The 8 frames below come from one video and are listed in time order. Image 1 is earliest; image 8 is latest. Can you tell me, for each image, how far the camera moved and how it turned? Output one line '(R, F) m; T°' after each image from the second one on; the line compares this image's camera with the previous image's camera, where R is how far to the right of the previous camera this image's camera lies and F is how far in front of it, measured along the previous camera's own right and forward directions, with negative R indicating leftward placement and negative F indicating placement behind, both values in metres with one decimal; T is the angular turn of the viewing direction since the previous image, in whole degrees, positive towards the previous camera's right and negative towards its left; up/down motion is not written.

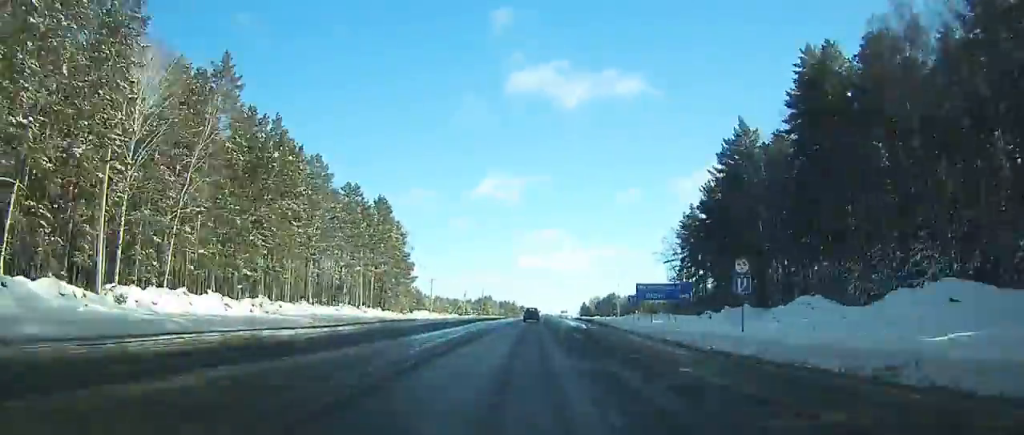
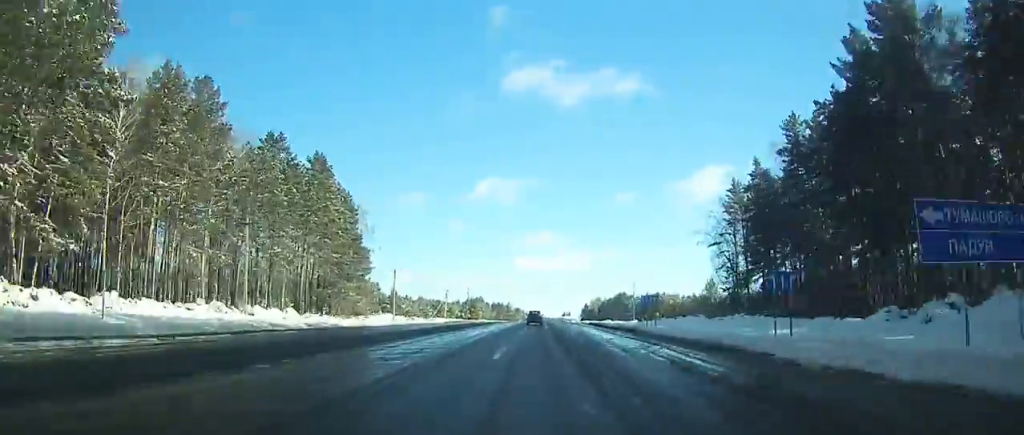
(+0.3, +35.4) m; +1°
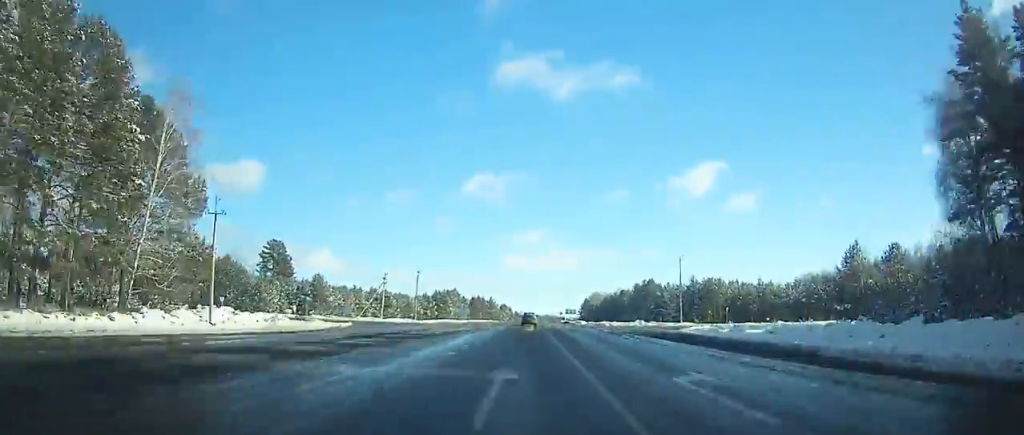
(+0.6, +58.3) m; +1°
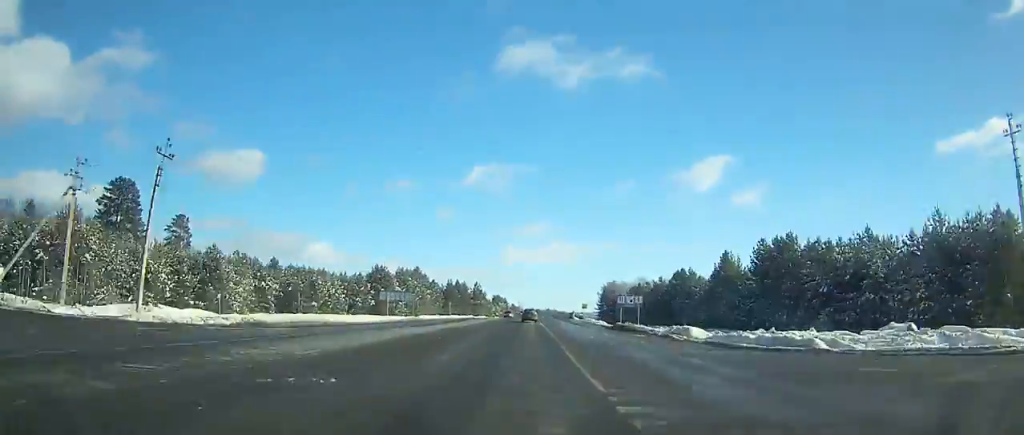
(+0.2, +73.7) m; 0°
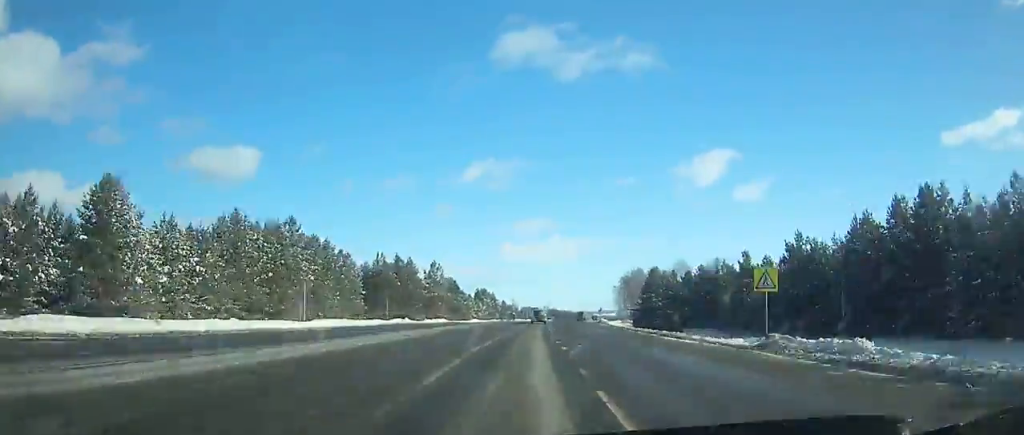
(+0.2, +76.0) m; +1°
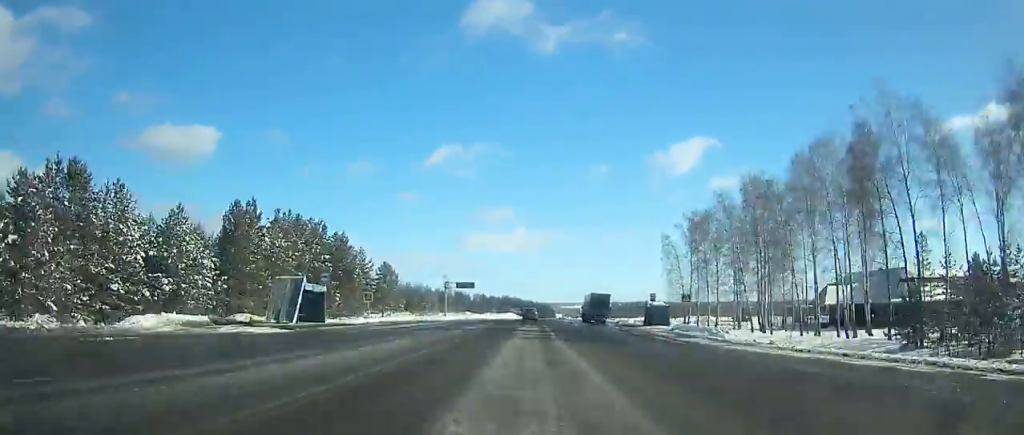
(+4.6, +160.9) m; +3°
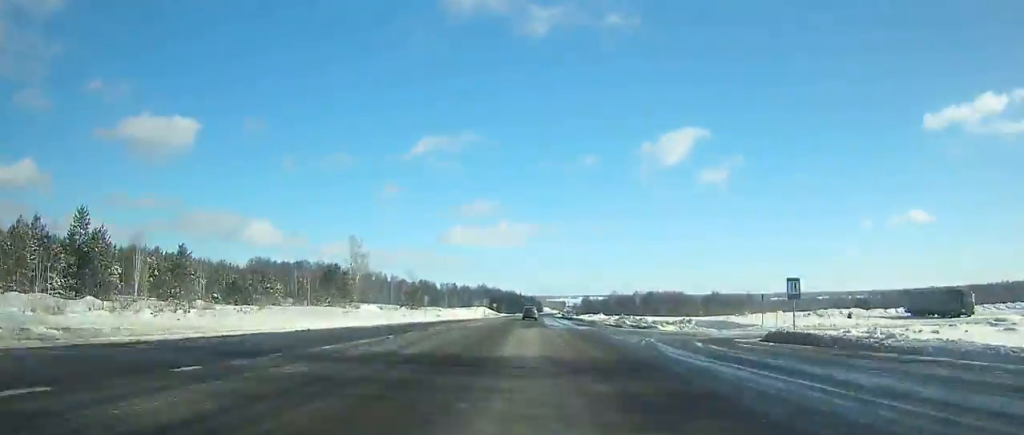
(+1.4, +96.1) m; +1°
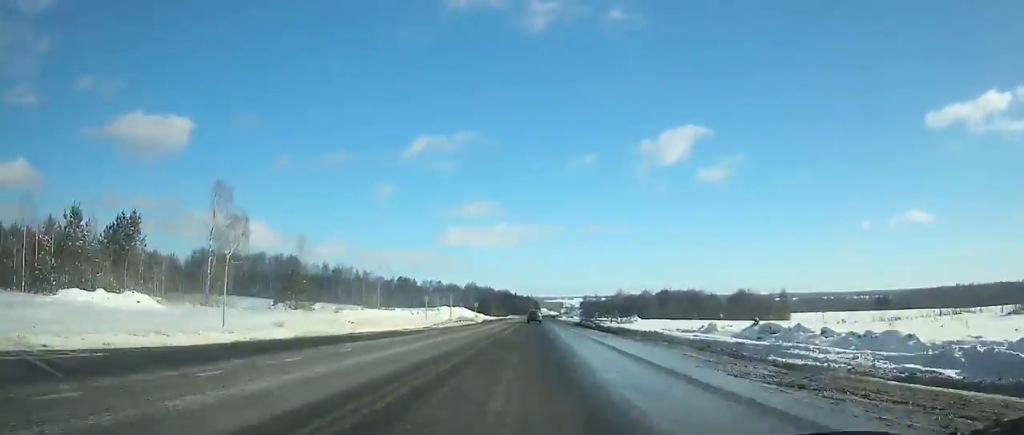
(+0.3, +51.0) m; +1°
